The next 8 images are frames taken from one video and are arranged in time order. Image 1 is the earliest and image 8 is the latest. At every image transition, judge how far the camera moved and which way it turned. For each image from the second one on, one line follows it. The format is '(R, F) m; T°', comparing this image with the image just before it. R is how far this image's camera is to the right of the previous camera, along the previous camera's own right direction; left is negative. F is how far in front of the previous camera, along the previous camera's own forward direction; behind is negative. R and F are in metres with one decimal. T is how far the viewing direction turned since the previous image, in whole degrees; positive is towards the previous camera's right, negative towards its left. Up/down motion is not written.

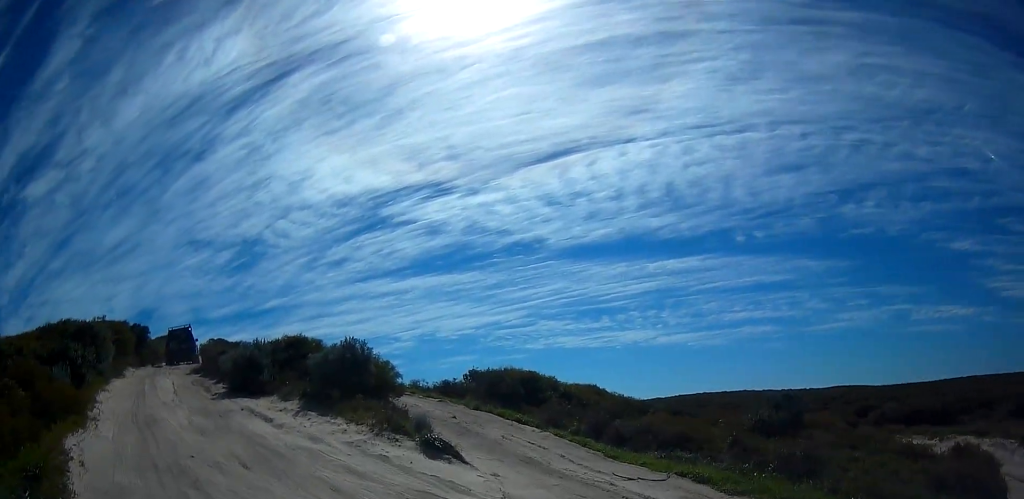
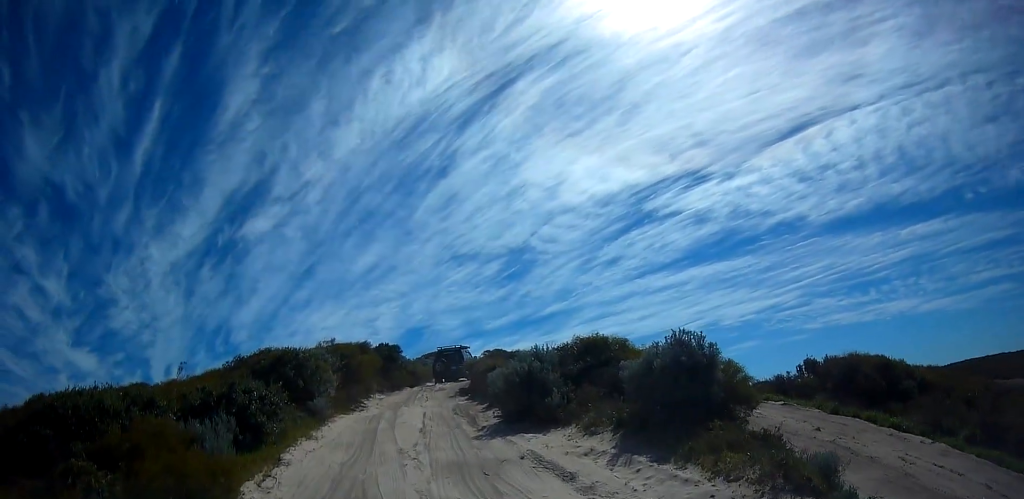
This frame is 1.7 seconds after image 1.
(-1.1, +4.1) m; -19°
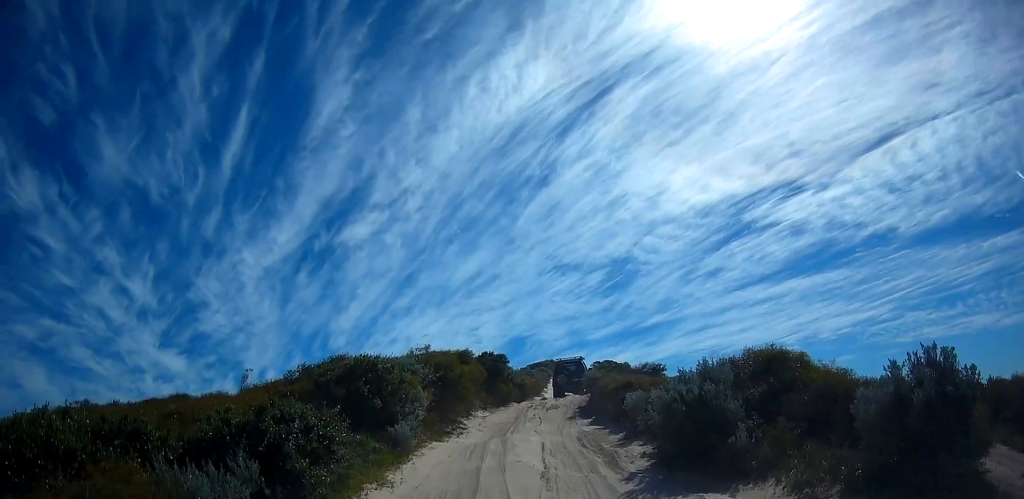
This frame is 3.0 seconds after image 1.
(-0.4, +3.0) m; -10°
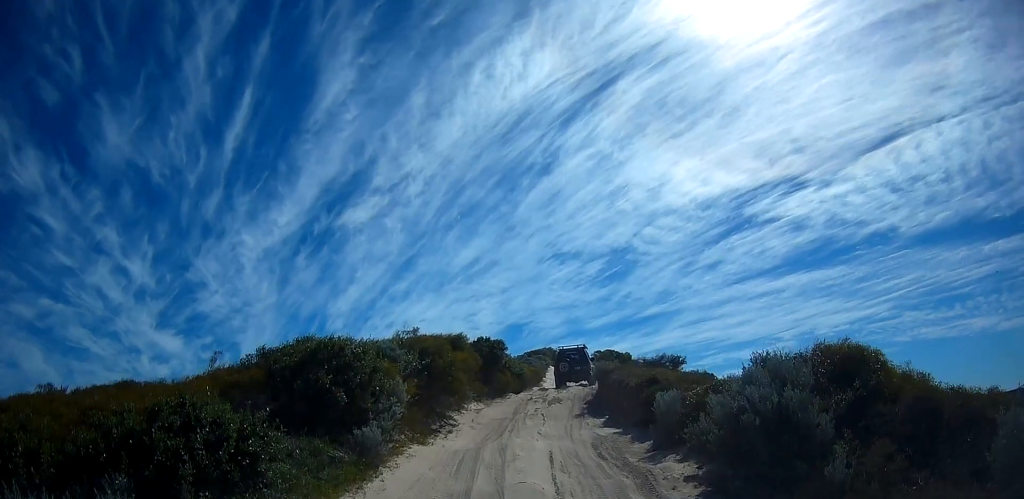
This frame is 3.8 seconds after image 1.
(+0.1, +2.2) m; +9°
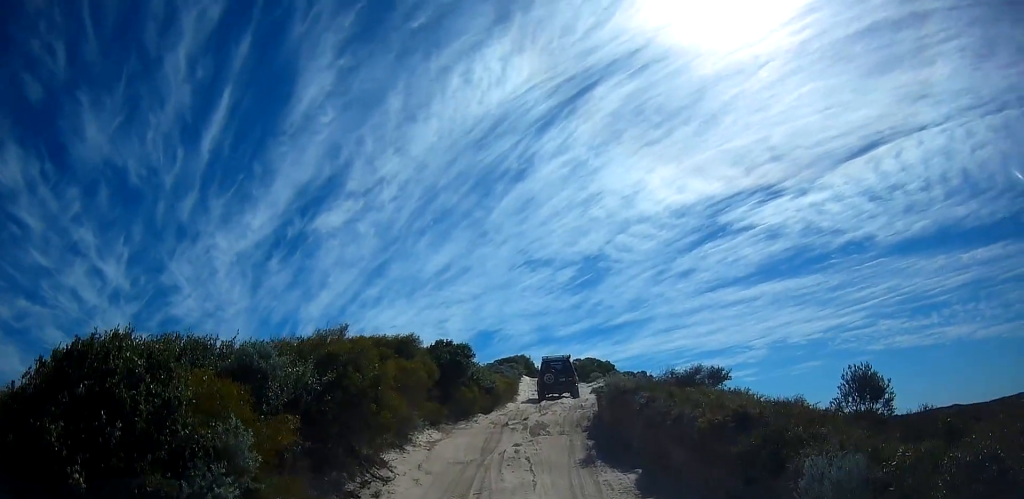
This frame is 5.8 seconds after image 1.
(+0.1, +4.6) m; -2°
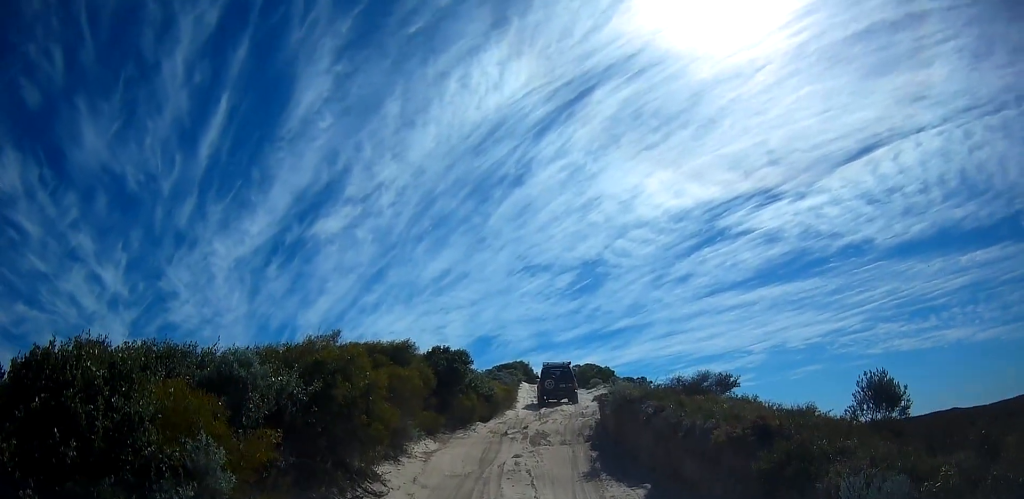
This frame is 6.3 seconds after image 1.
(-0.2, +0.7) m; 0°
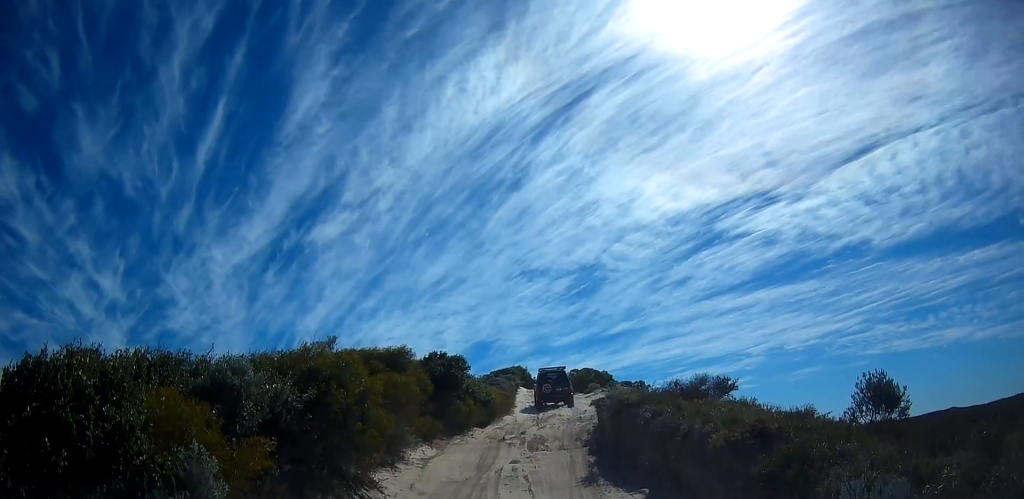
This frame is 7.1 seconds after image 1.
(+0.1, +0.3) m; 0°
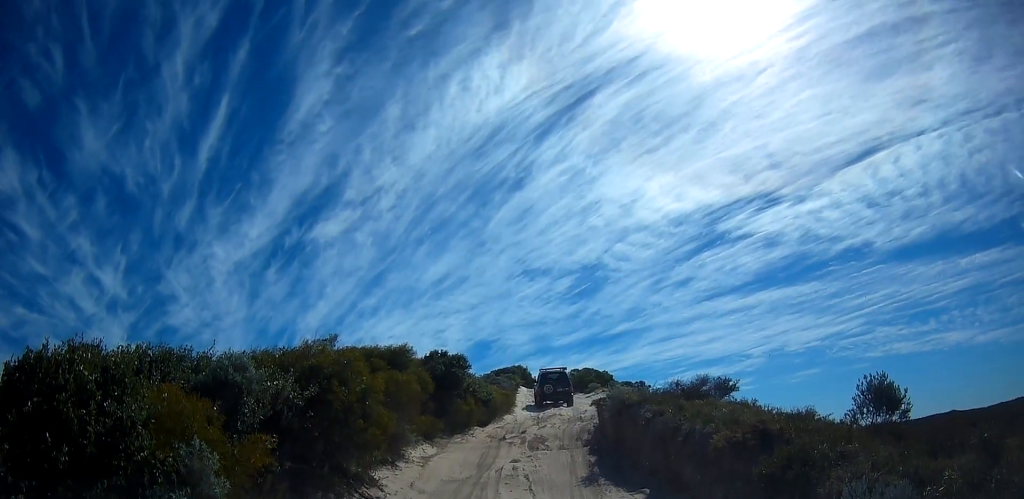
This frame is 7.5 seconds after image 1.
(0.0, +0.1) m; 0°
